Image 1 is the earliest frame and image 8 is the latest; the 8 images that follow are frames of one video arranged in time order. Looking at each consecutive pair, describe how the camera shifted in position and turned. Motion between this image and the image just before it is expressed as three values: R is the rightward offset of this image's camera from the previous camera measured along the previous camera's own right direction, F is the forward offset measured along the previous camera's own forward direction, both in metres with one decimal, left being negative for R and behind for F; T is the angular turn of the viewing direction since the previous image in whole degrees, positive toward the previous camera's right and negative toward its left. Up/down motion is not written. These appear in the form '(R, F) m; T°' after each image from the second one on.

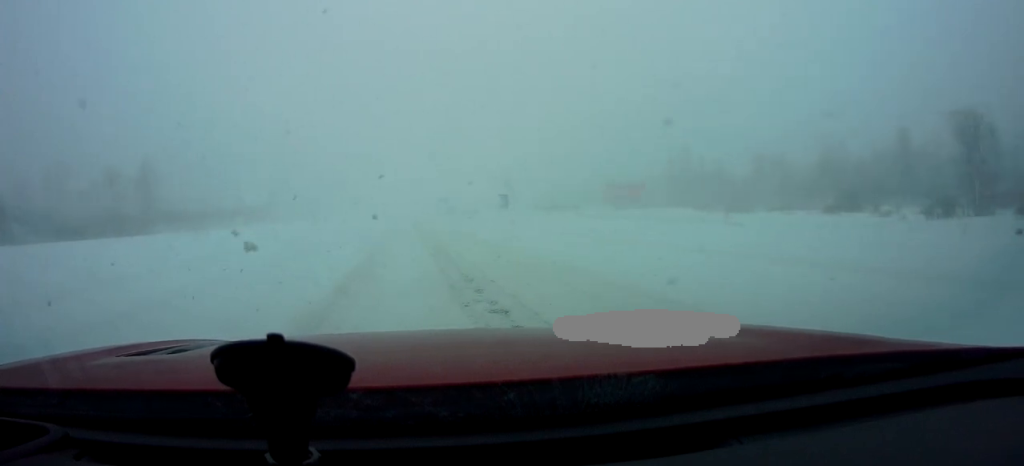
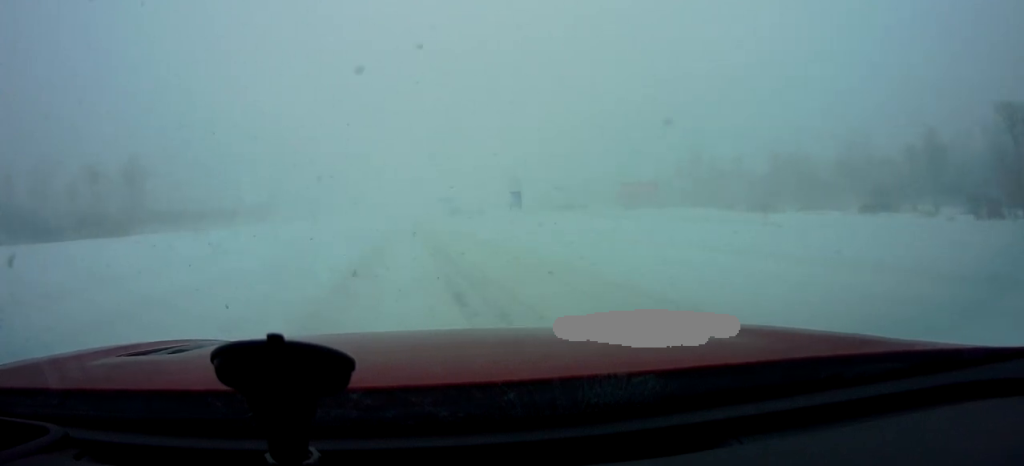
(0.0, +7.8) m; 0°
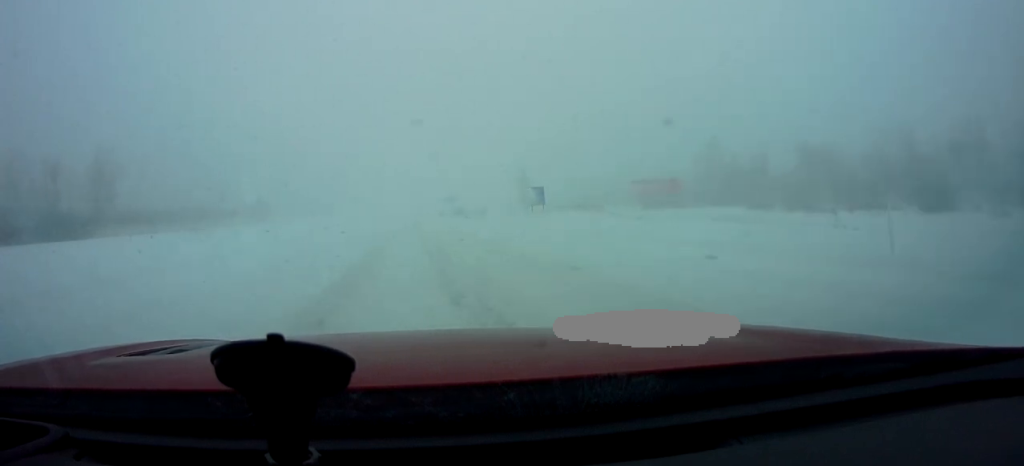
(0.0, +12.1) m; 0°
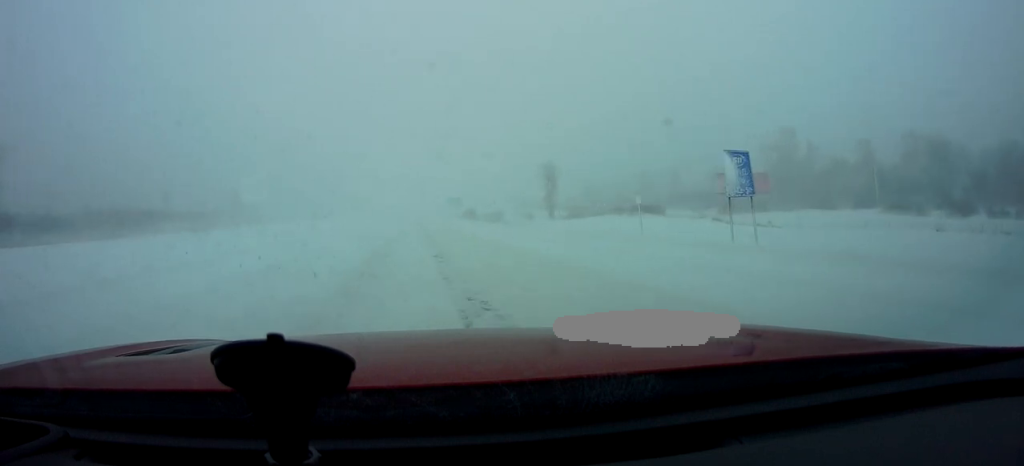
(0.0, +35.6) m; -1°
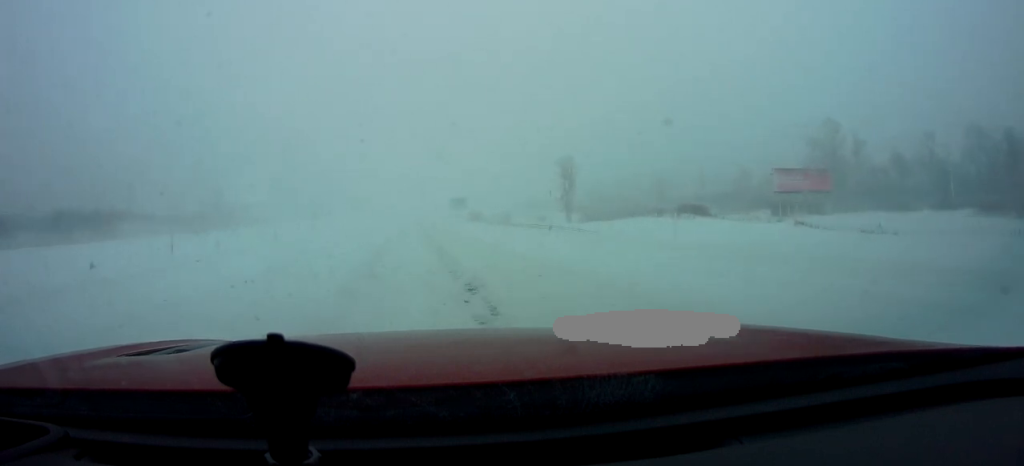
(-0.2, +17.1) m; 0°
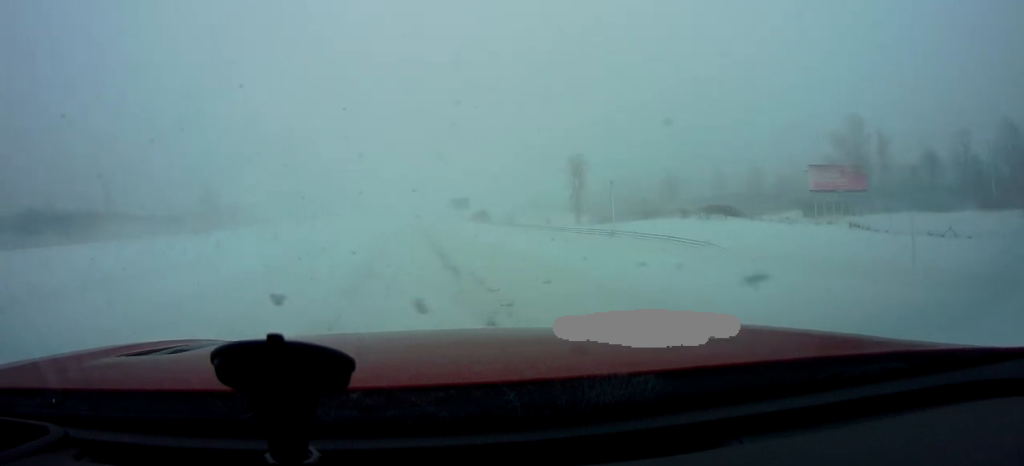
(0.0, +8.2) m; +1°
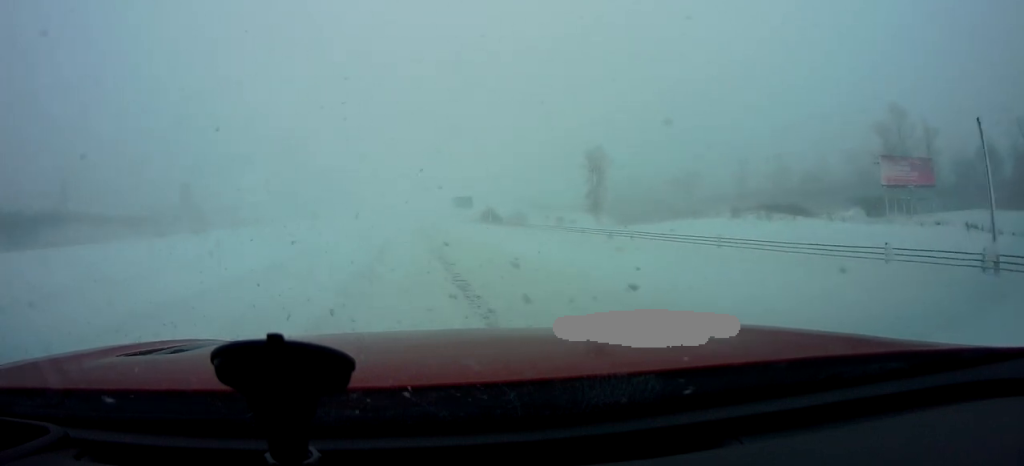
(+0.2, +13.7) m; +1°
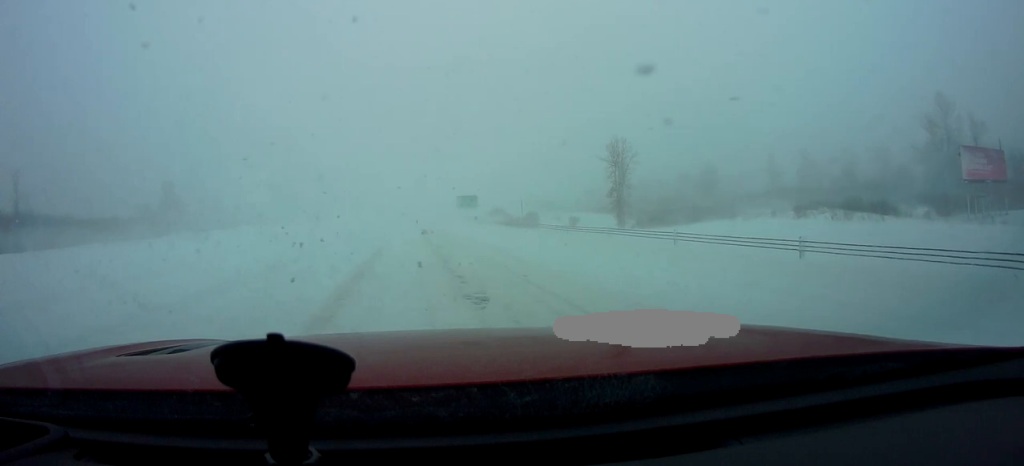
(+0.2, +12.4) m; -1°
